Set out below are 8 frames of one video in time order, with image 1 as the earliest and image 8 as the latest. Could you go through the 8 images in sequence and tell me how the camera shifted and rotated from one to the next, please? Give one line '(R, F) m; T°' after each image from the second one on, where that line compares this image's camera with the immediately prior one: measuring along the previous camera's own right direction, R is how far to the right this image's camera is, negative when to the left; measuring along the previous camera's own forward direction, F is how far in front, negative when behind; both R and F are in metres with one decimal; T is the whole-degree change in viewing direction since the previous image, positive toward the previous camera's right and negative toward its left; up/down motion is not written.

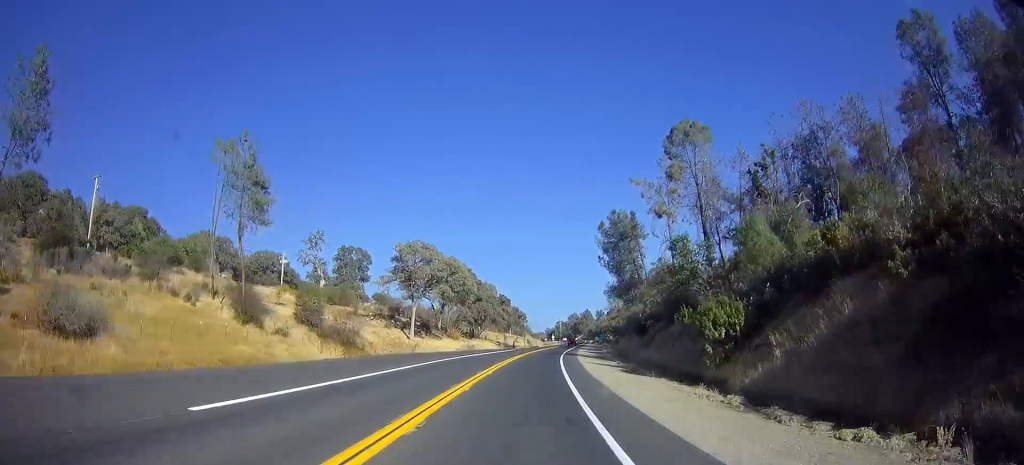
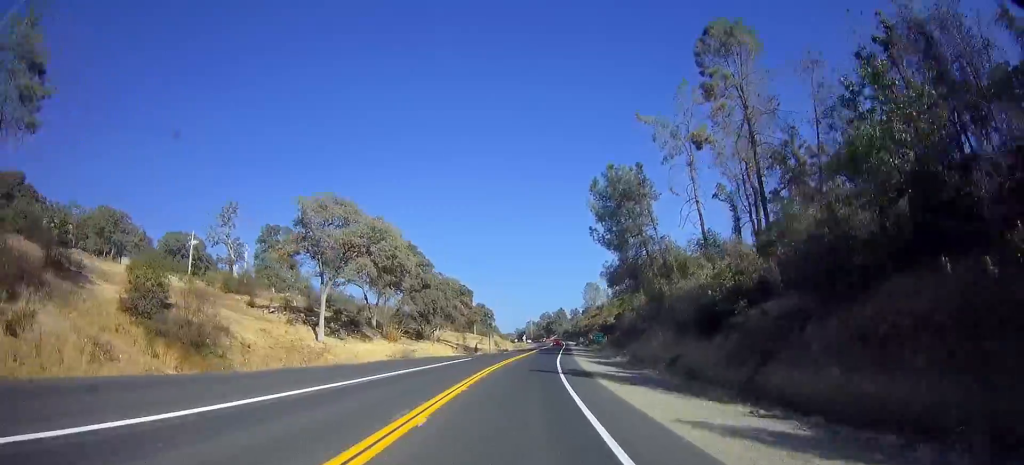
(+0.1, +27.9) m; 0°
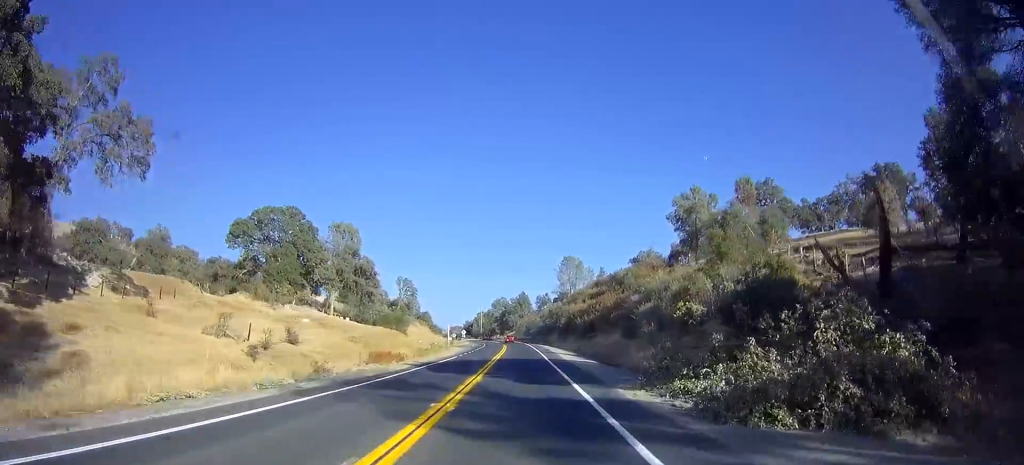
(+4.4, +98.1) m; +3°
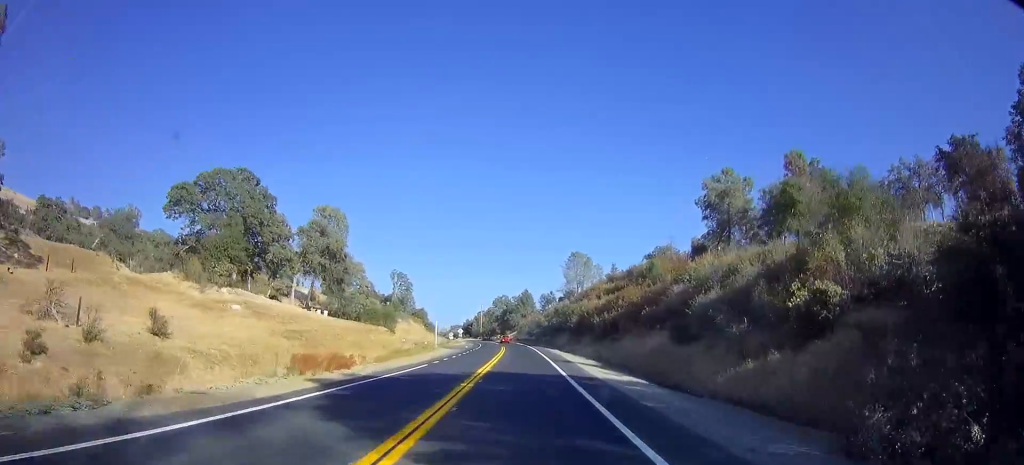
(0.0, +14.6) m; 0°
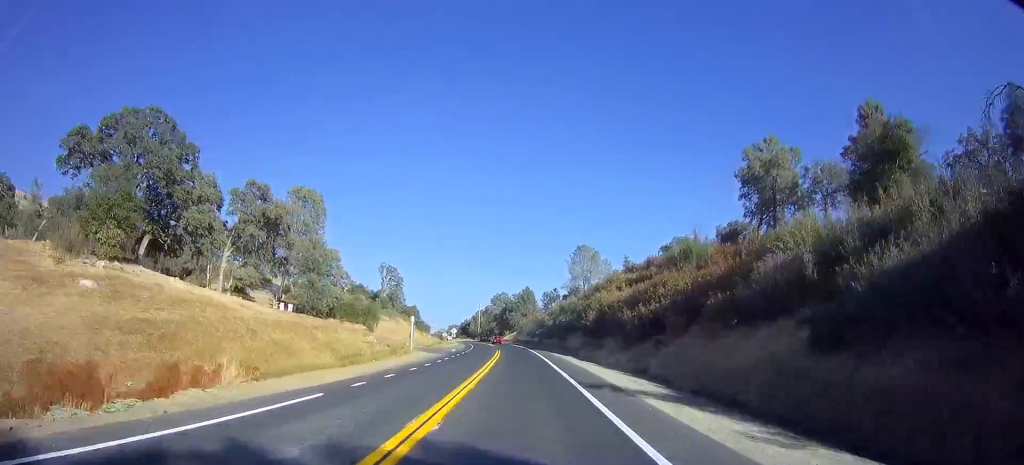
(0.0, +16.4) m; 0°
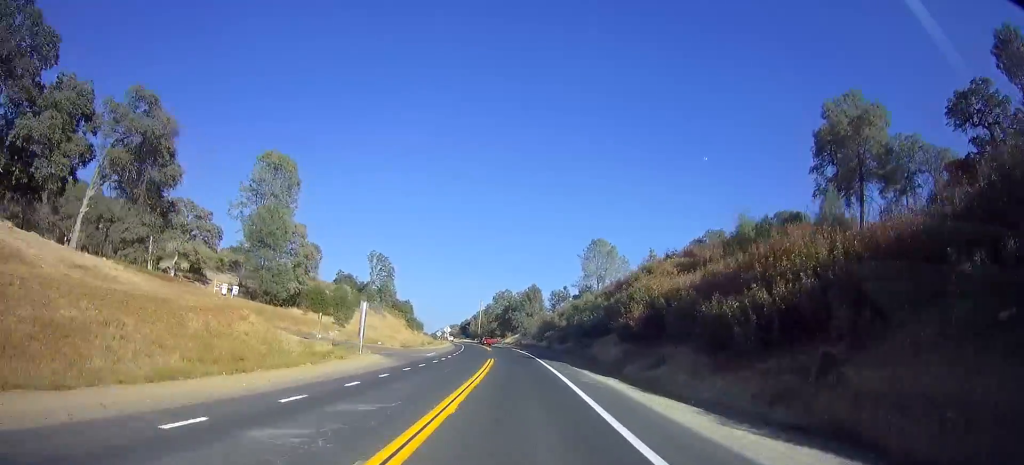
(-0.1, +19.1) m; 0°
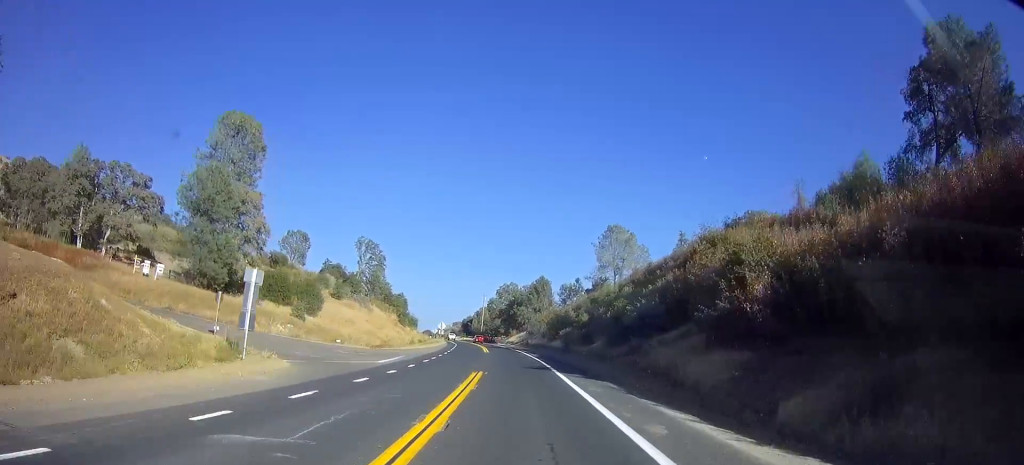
(0.0, +17.3) m; 0°
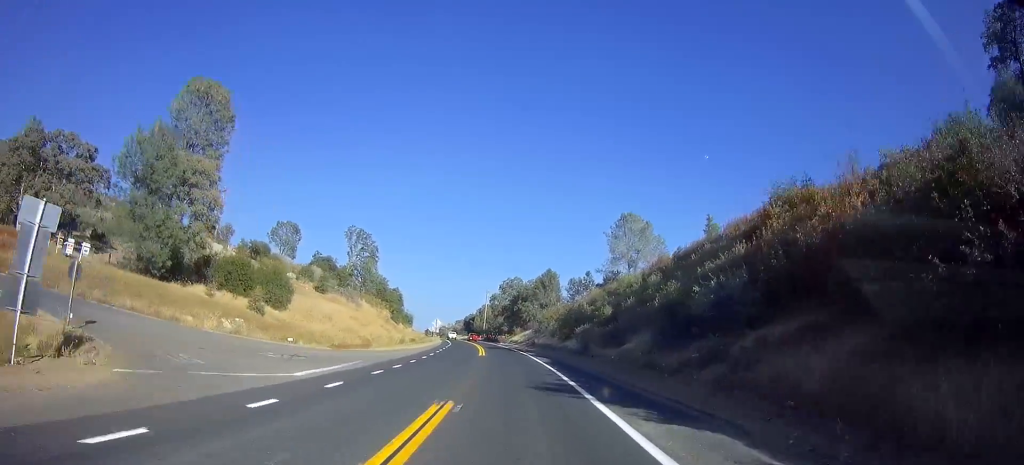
(+0.1, +11.8) m; 0°
